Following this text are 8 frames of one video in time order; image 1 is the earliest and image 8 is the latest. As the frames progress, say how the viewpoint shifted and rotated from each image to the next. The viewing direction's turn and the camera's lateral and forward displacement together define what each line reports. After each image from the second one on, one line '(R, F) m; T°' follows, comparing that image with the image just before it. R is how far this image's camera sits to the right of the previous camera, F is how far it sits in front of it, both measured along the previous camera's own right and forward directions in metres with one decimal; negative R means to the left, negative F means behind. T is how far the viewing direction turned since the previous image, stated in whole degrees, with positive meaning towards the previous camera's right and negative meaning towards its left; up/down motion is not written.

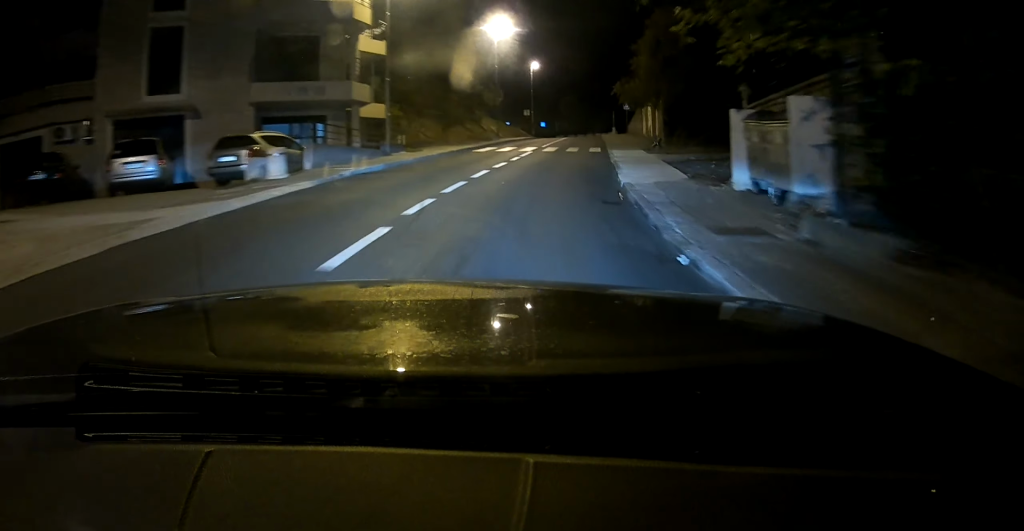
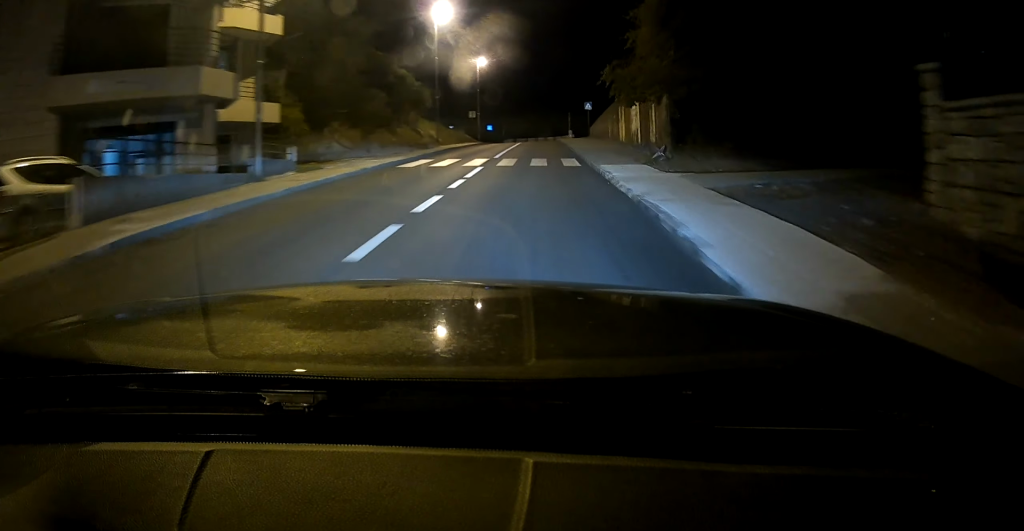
(+0.4, +8.7) m; +4°
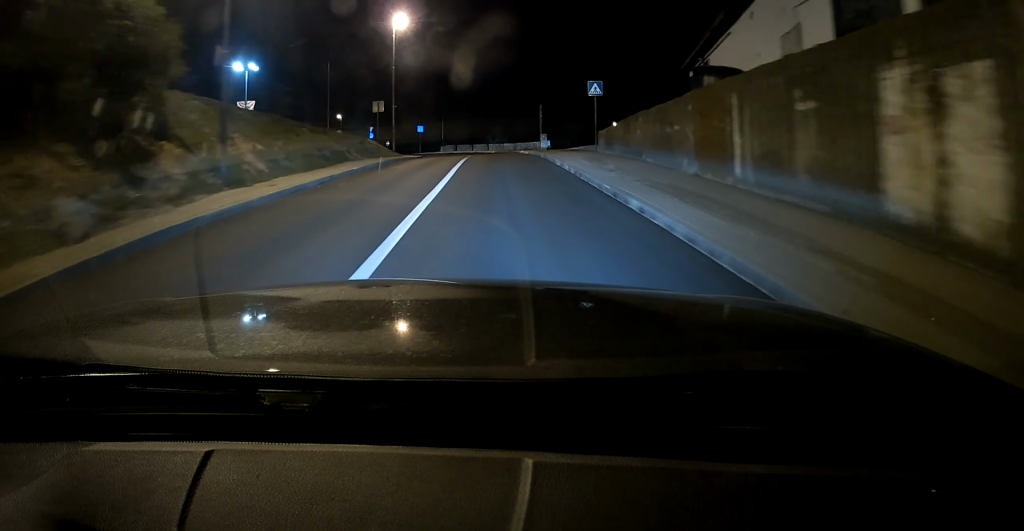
(+2.5, +26.4) m; +9°
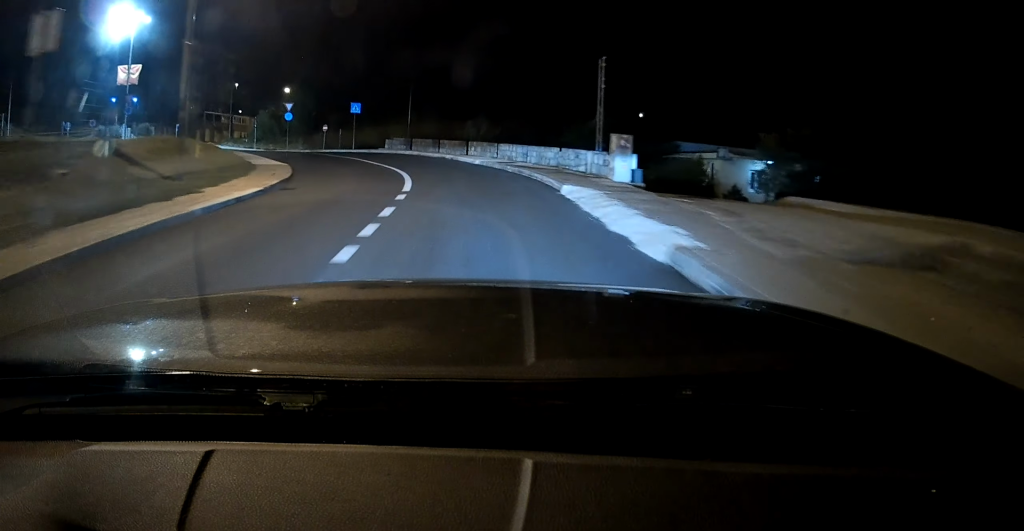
(+1.0, +26.6) m; -1°
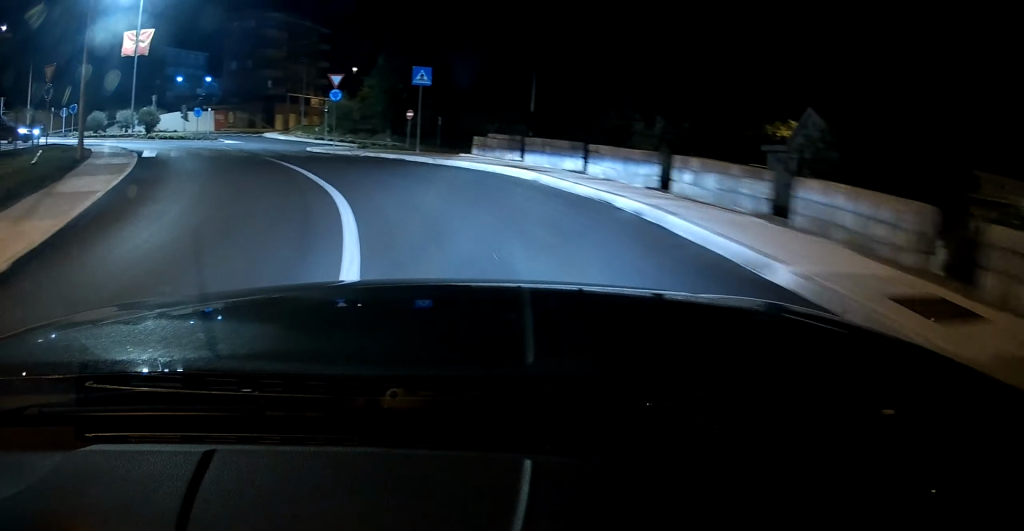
(-0.9, +17.2) m; -9°
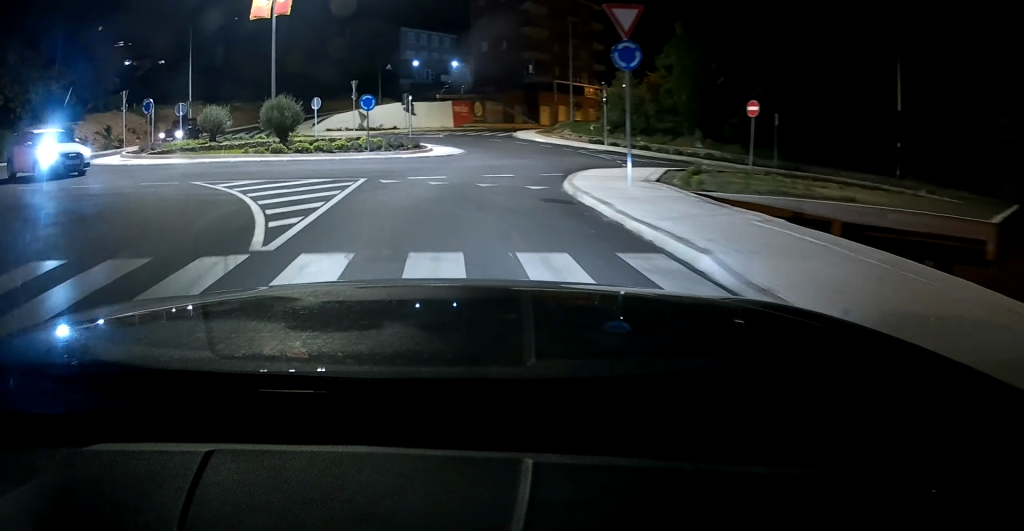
(-2.6, +19.0) m; -19°
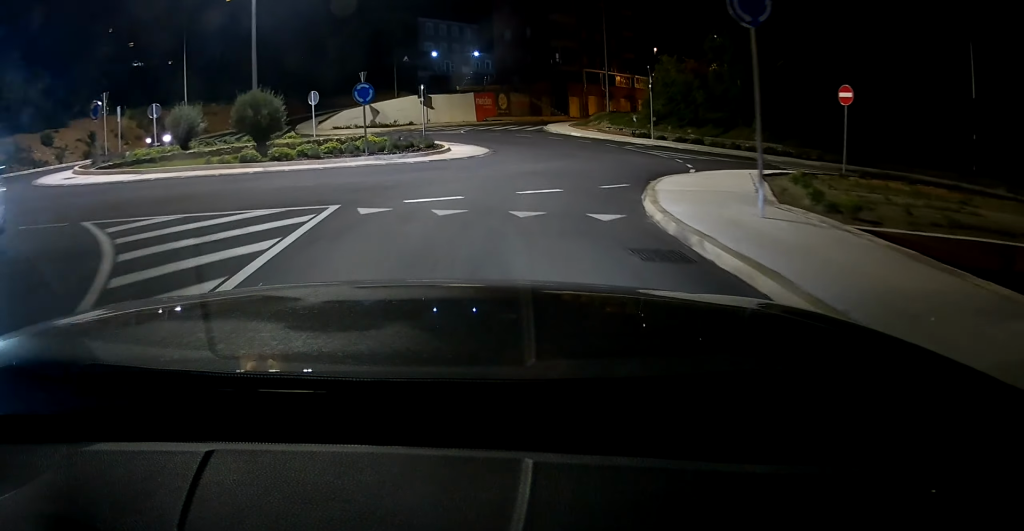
(-0.9, +5.6) m; -4°
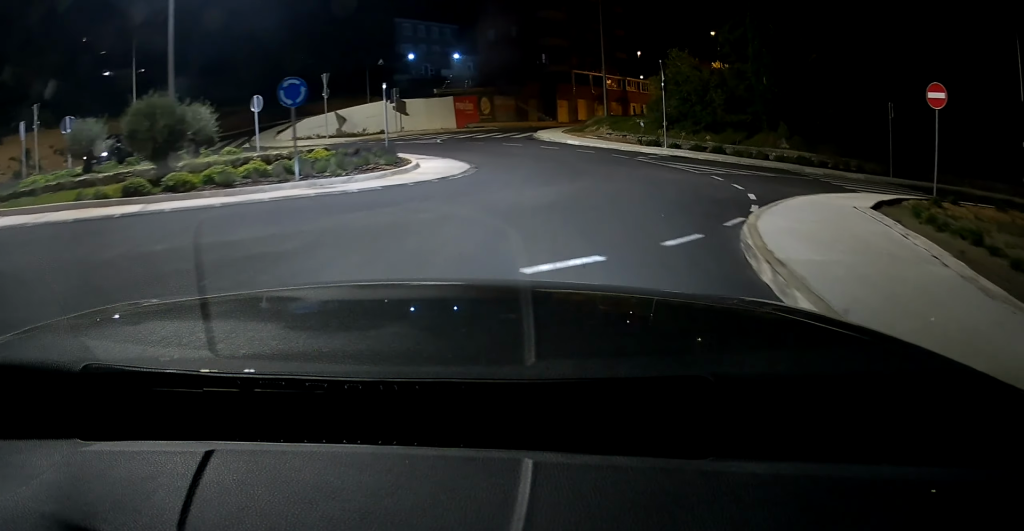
(-0.3, +6.3) m; -2°
